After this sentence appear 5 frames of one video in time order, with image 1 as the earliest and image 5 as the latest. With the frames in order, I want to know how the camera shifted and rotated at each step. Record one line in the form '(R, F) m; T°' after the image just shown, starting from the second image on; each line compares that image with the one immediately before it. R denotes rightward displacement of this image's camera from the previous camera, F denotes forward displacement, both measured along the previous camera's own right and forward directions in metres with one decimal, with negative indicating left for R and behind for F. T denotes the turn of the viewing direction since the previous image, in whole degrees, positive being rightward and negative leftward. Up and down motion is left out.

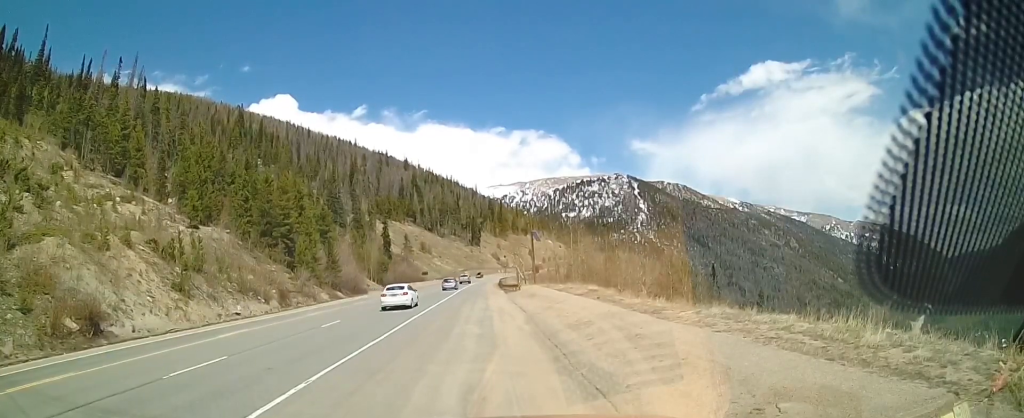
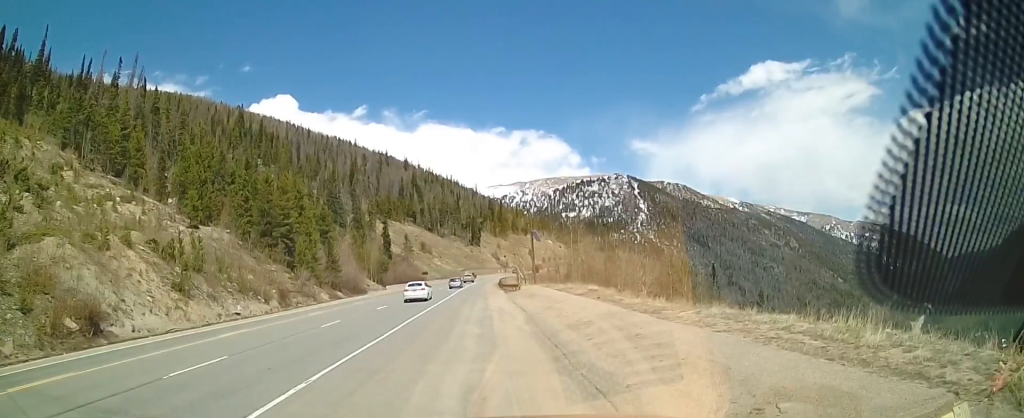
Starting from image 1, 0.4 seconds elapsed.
(0.0, 0.0) m; 0°
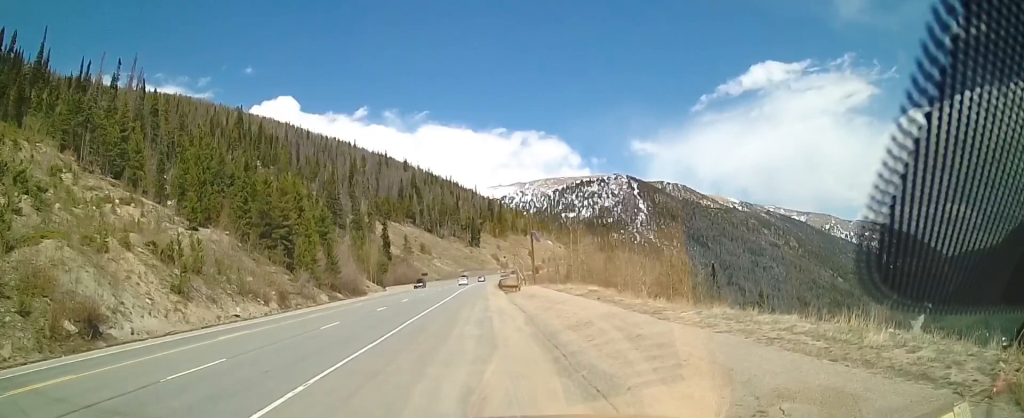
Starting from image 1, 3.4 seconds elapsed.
(-0.1, +0.4) m; 0°
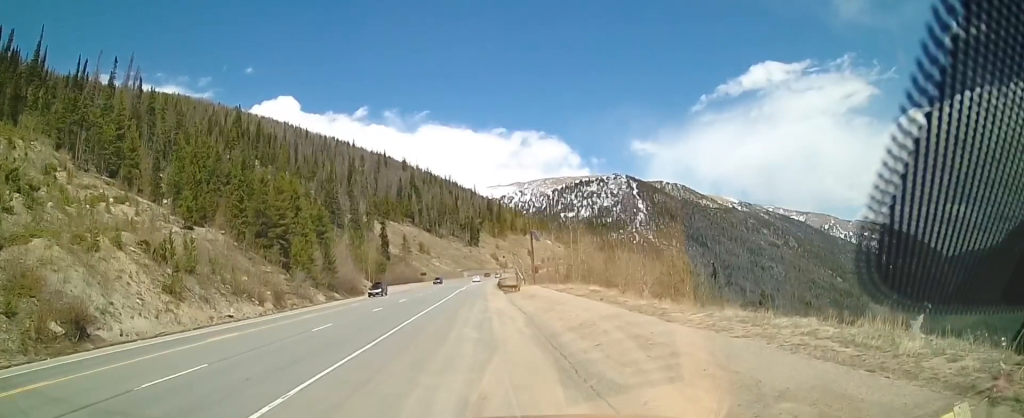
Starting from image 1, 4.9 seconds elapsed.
(-0.1, +0.7) m; 0°
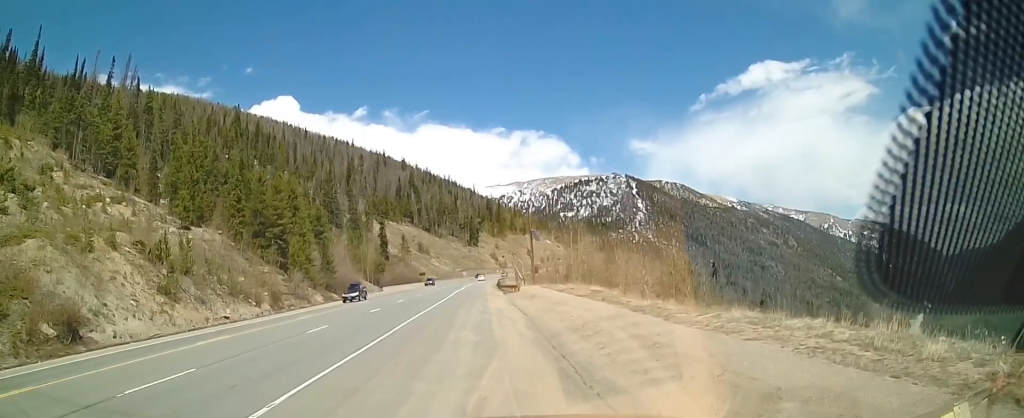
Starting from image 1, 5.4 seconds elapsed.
(0.0, +0.4) m; 0°
